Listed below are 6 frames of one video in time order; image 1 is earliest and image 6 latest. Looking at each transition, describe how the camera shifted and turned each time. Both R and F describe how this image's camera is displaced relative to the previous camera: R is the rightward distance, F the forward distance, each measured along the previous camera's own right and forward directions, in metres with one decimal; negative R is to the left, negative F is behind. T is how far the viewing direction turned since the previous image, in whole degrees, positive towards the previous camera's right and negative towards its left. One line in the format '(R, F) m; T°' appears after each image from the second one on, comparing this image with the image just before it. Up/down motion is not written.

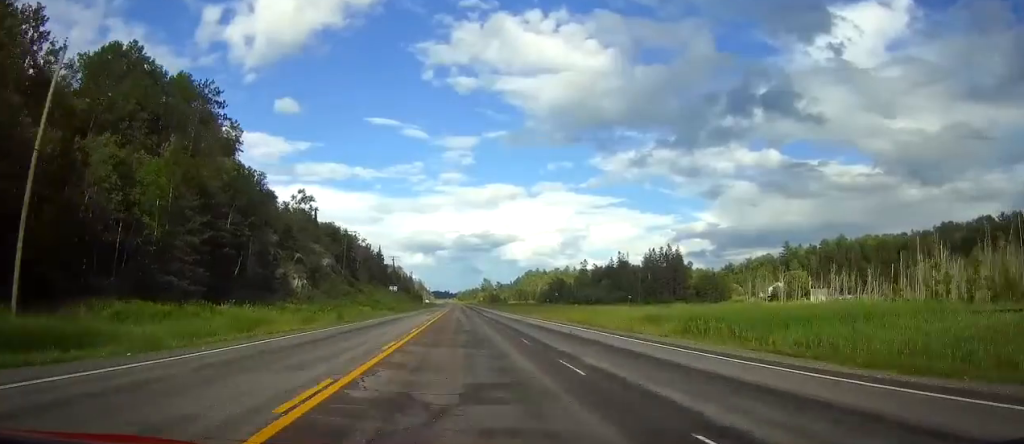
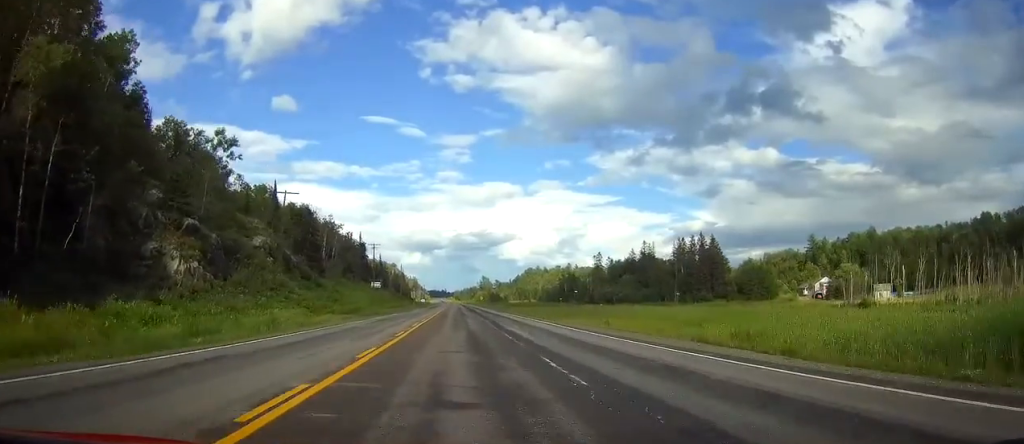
(+0.2, +36.5) m; 0°
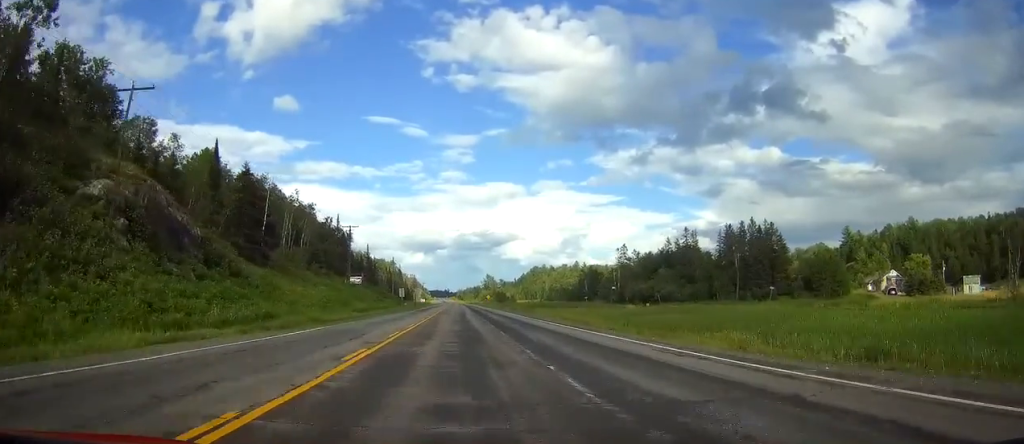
(-0.1, +36.4) m; 0°
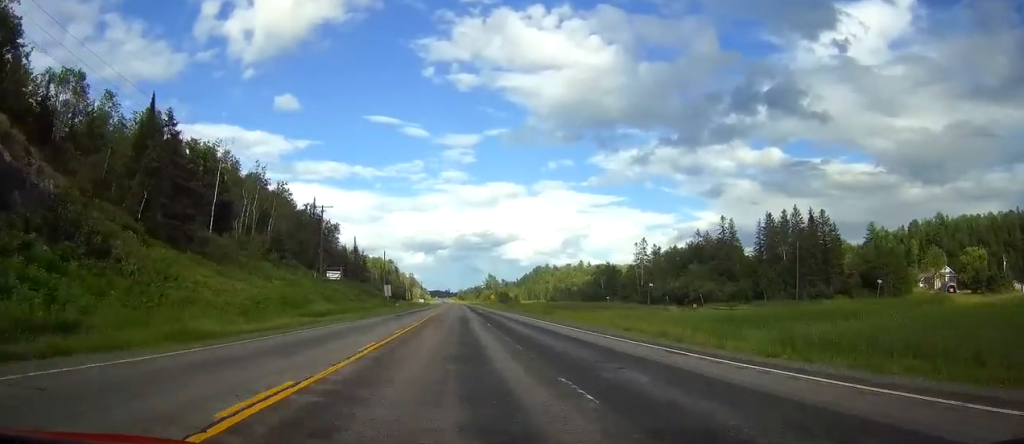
(-0.1, +24.1) m; 0°
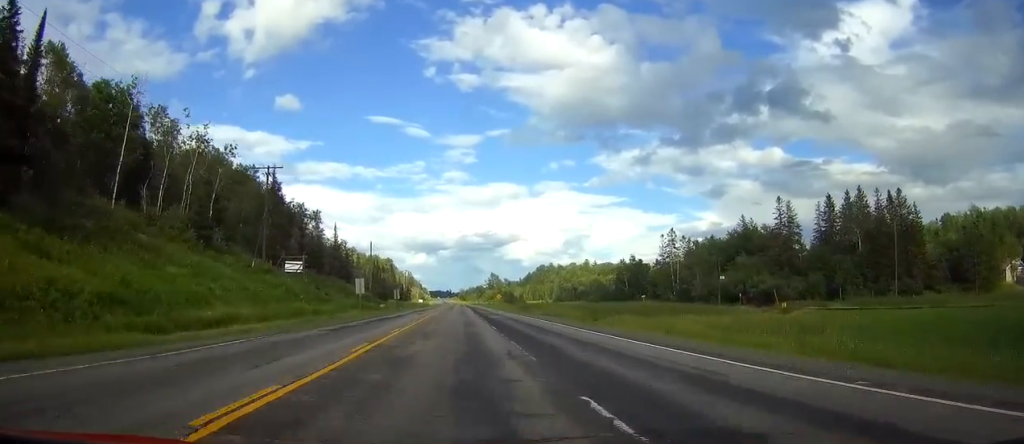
(0.0, +28.2) m; 0°
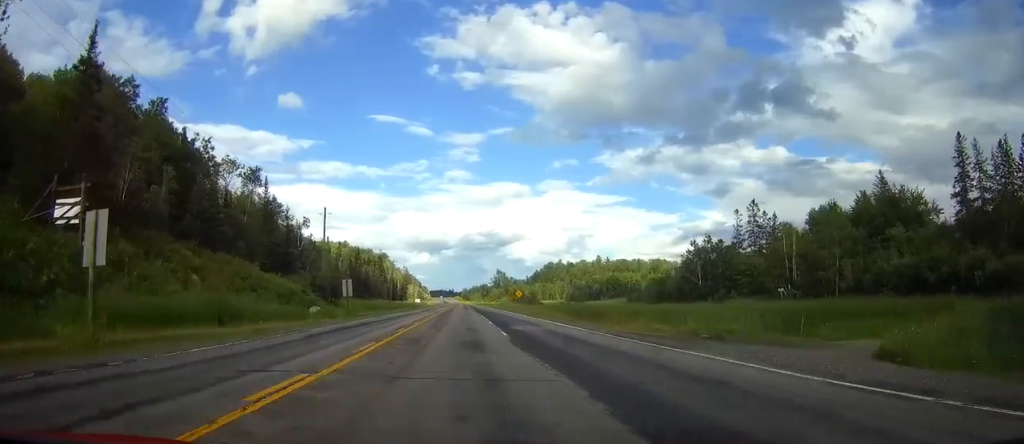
(-0.1, +52.6) m; 0°
